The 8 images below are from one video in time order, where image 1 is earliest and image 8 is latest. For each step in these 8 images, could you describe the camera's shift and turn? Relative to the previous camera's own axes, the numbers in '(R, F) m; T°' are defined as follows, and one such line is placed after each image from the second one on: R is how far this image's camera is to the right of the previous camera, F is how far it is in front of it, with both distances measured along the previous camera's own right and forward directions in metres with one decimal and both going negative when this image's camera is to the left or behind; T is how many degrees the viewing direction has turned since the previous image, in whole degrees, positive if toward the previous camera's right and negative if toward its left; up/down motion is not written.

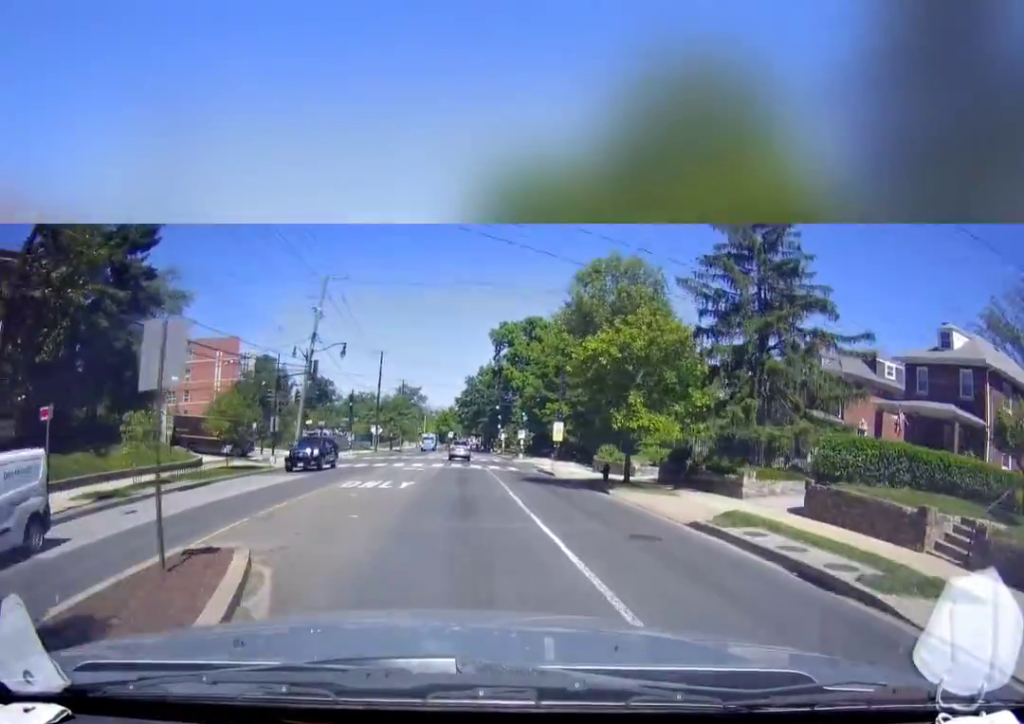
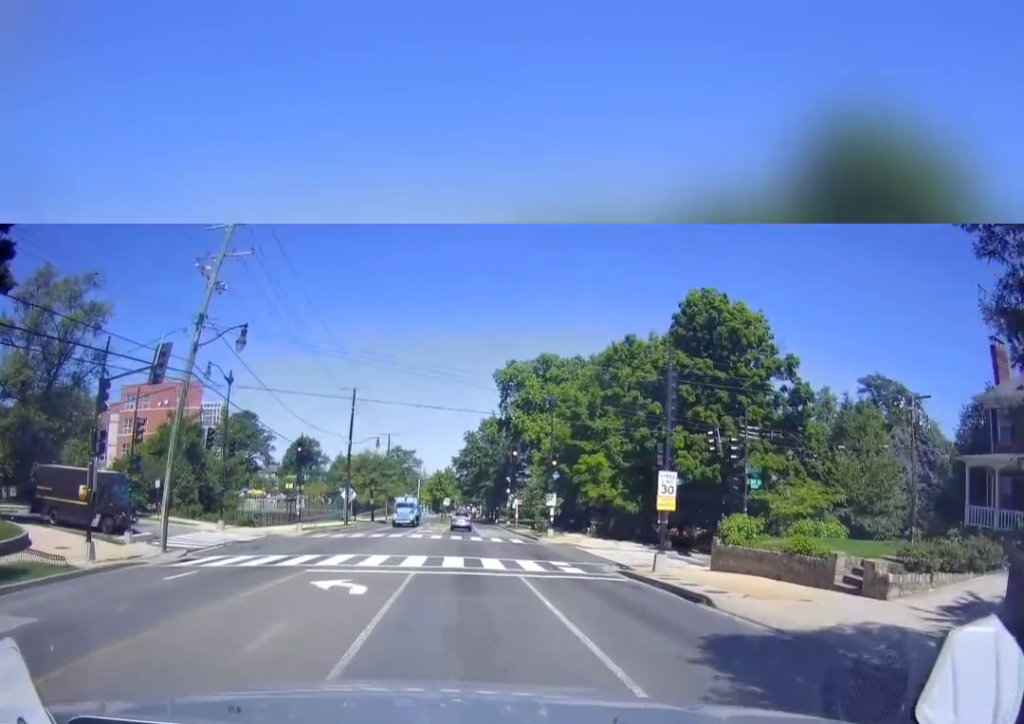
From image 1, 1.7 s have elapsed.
(+0.9, +20.2) m; +1°
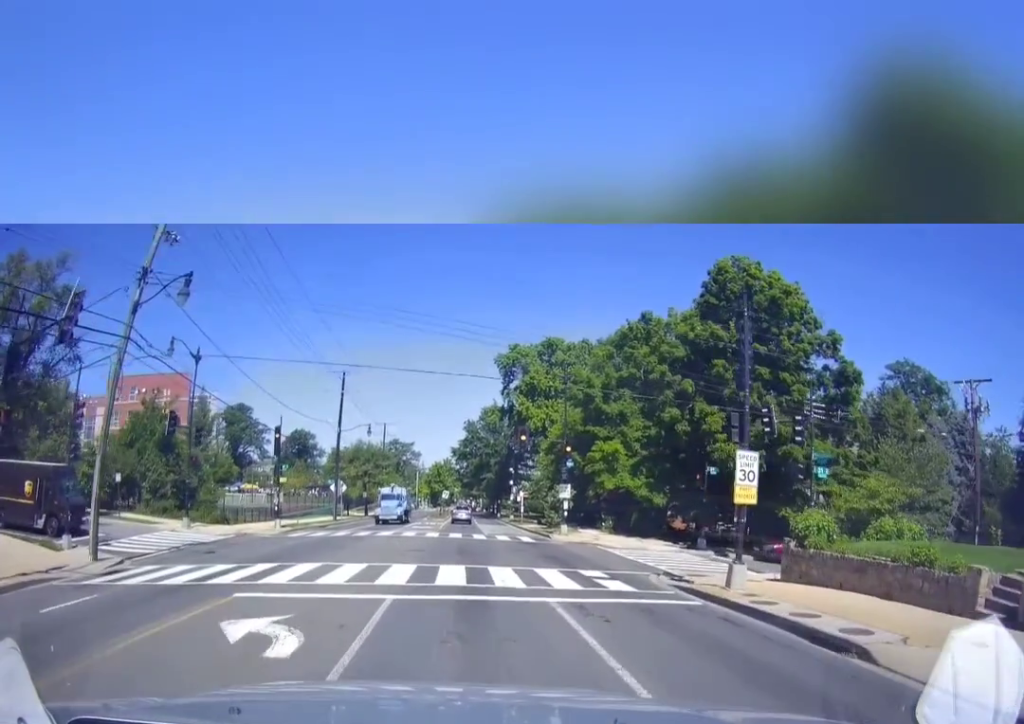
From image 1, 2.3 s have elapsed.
(-0.1, +6.6) m; -2°
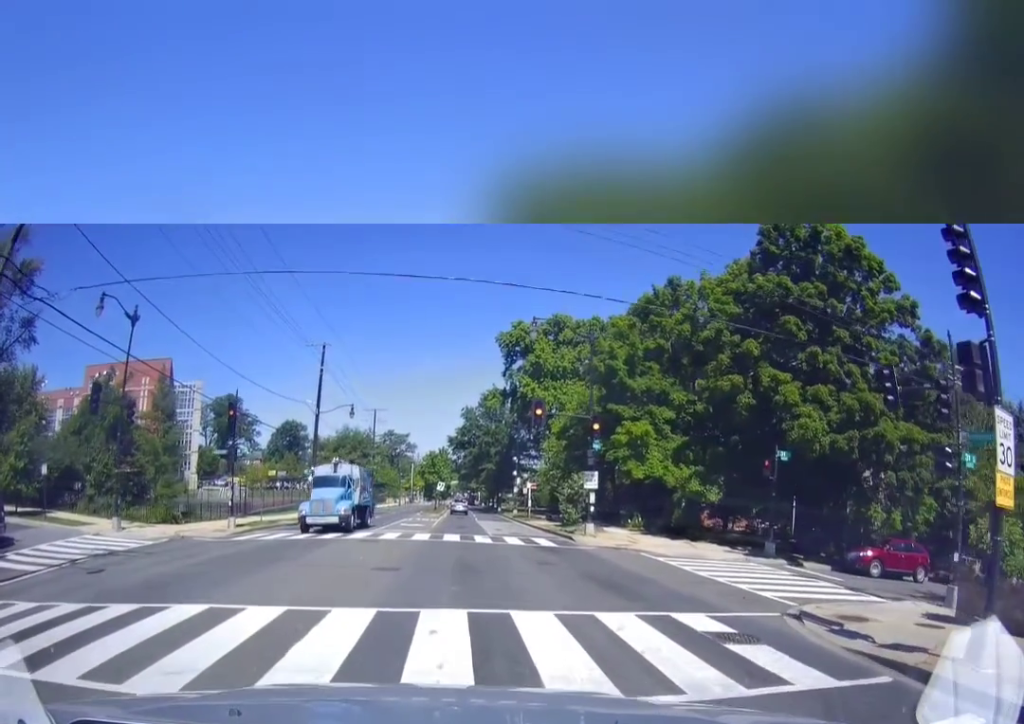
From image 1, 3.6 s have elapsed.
(-0.6, +14.1) m; -1°
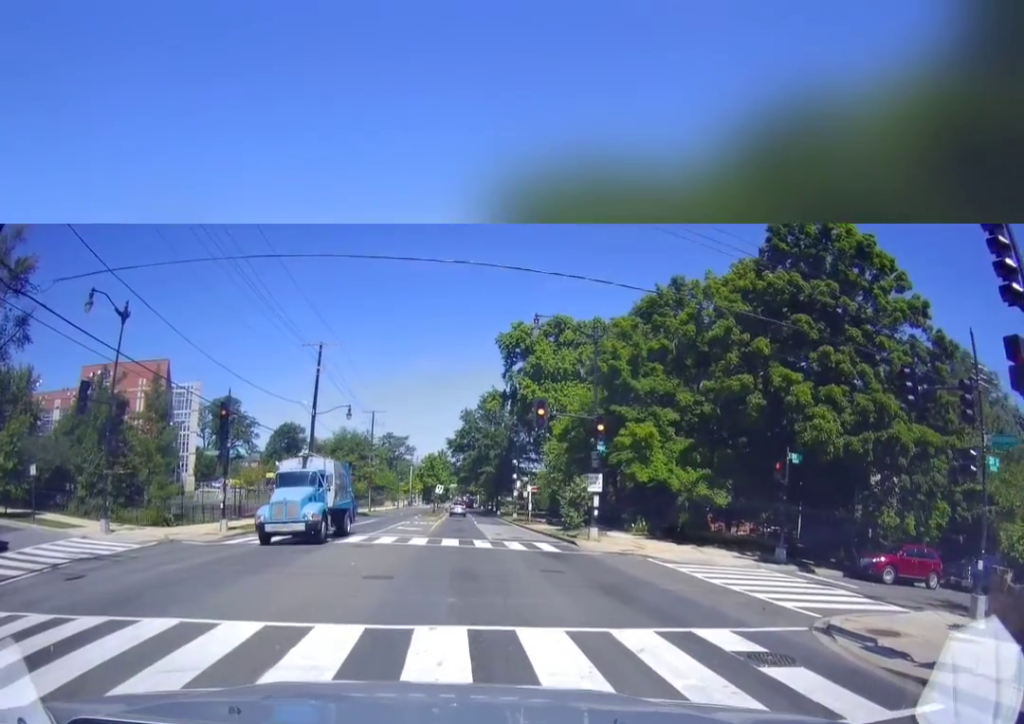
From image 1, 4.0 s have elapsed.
(+0.2, +3.3) m; 0°
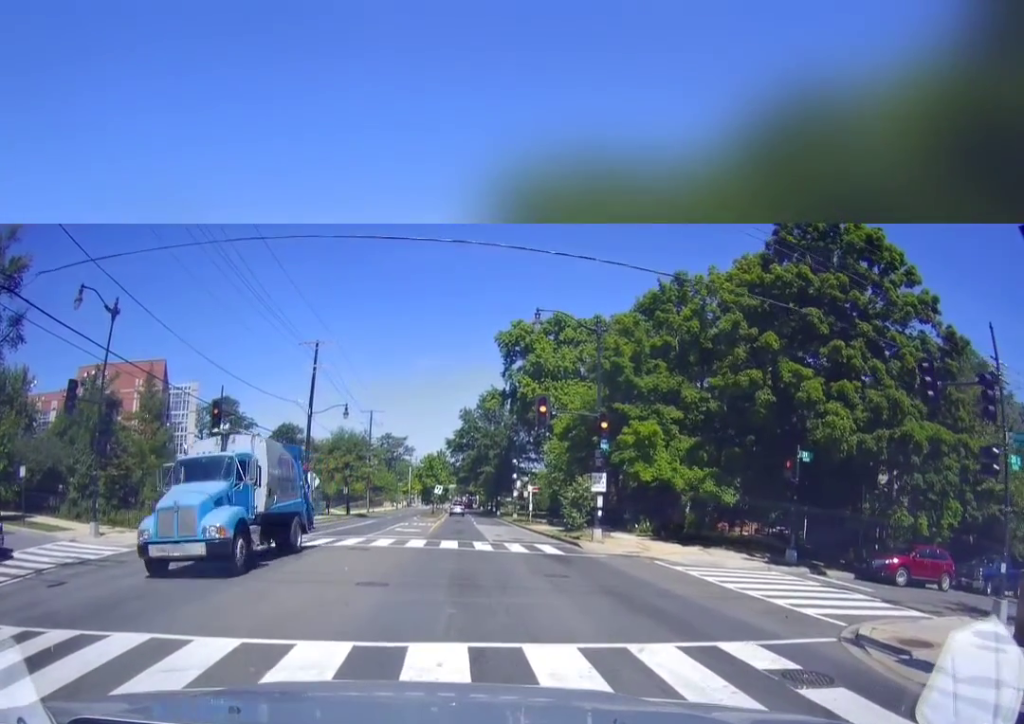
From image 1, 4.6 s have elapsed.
(+0.3, +4.9) m; 0°
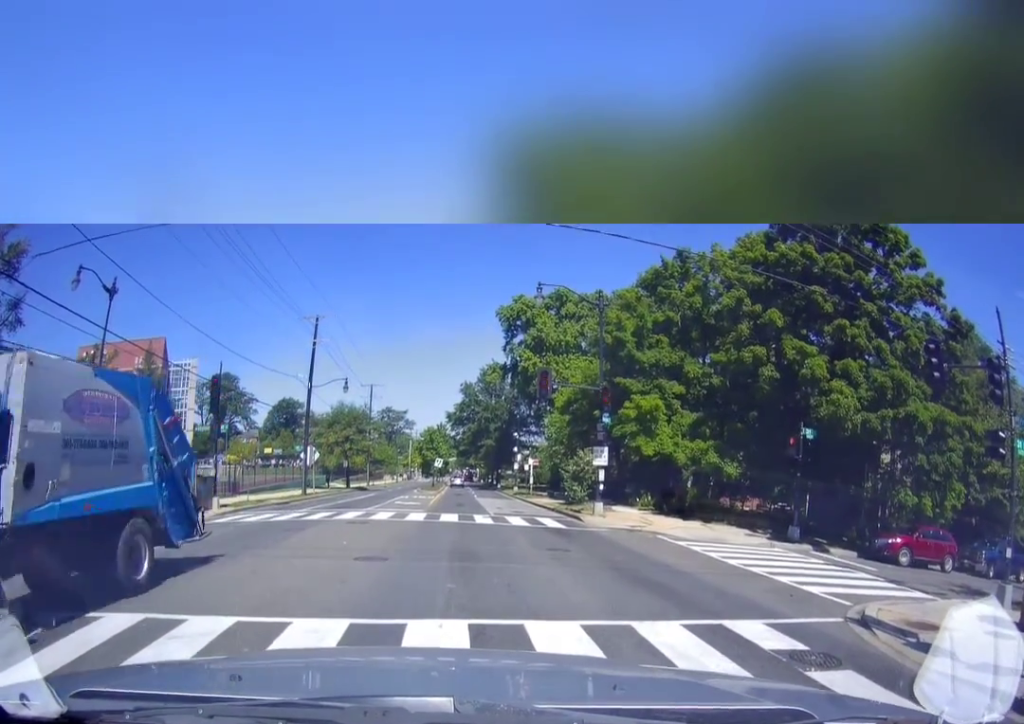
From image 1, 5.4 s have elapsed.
(-0.4, +3.4) m; -1°
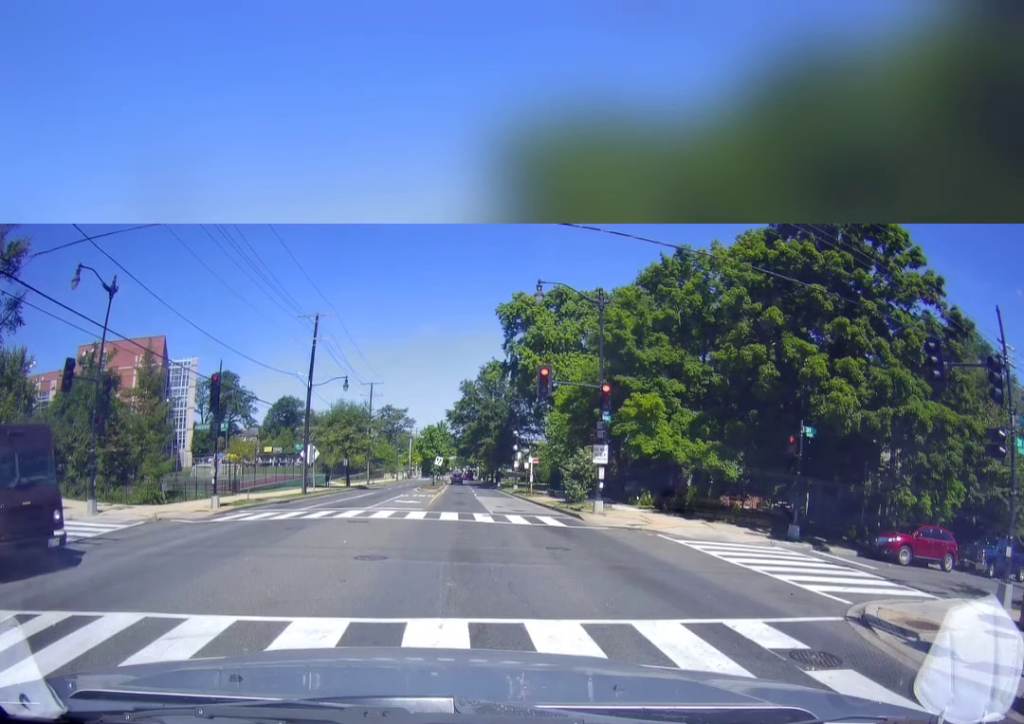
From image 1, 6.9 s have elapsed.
(+0.3, +1.6) m; 0°
